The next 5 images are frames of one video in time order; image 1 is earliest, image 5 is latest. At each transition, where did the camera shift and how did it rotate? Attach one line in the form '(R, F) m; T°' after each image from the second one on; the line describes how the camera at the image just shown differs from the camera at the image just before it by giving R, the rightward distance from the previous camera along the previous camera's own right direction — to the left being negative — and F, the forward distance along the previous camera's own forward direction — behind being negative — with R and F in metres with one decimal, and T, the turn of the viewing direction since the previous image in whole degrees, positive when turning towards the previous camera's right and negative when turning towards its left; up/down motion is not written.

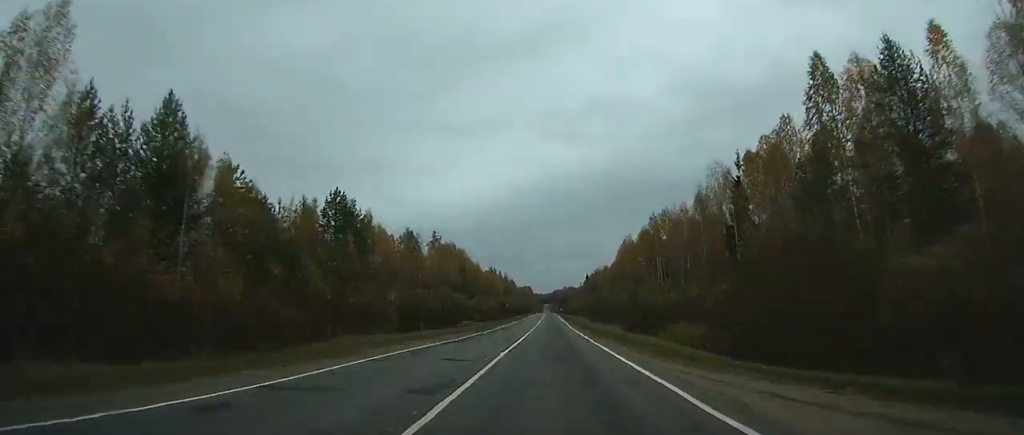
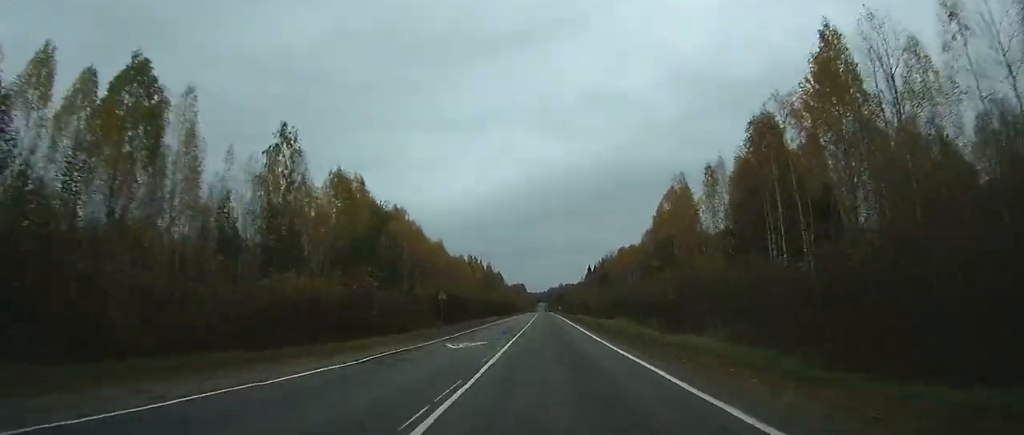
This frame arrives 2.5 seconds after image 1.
(+0.1, +69.9) m; 0°
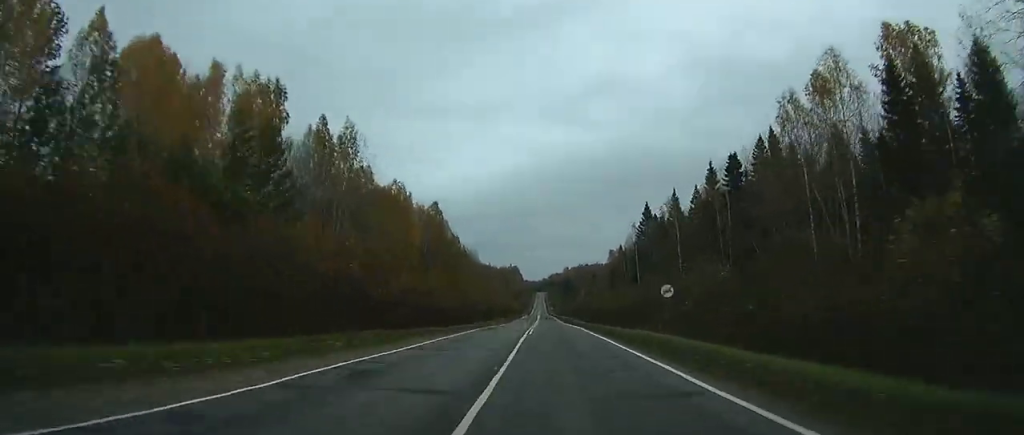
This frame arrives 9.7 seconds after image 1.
(+1.7, +206.2) m; +1°
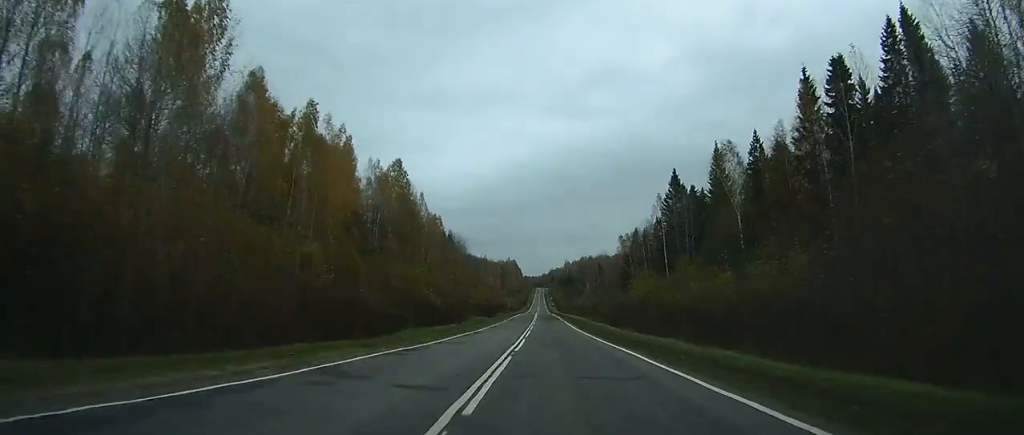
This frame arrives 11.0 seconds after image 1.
(0.0, +33.7) m; -1°
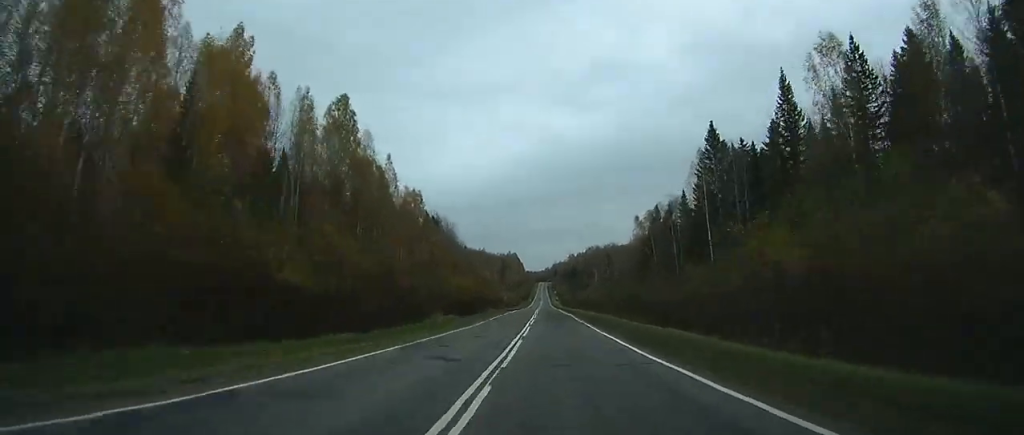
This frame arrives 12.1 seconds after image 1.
(0.0, +26.9) m; -1°
